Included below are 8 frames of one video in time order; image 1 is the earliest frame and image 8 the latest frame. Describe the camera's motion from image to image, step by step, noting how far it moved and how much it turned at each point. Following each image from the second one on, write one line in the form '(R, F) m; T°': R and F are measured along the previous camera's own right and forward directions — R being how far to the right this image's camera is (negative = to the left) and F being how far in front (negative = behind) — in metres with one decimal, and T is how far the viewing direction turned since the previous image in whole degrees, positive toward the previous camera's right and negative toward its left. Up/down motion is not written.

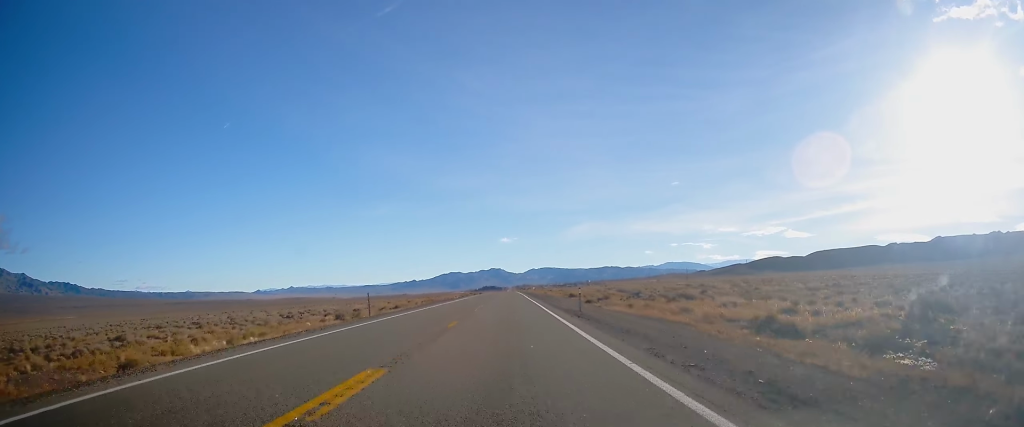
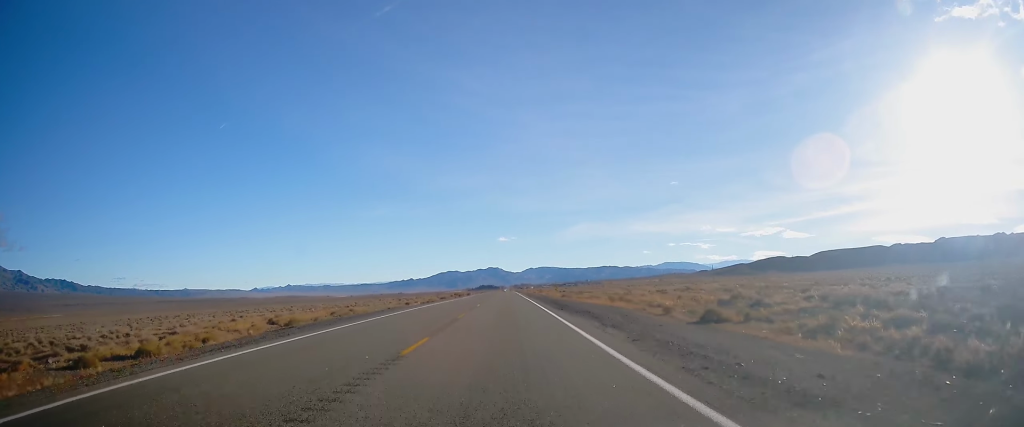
(0.0, +55.9) m; 0°
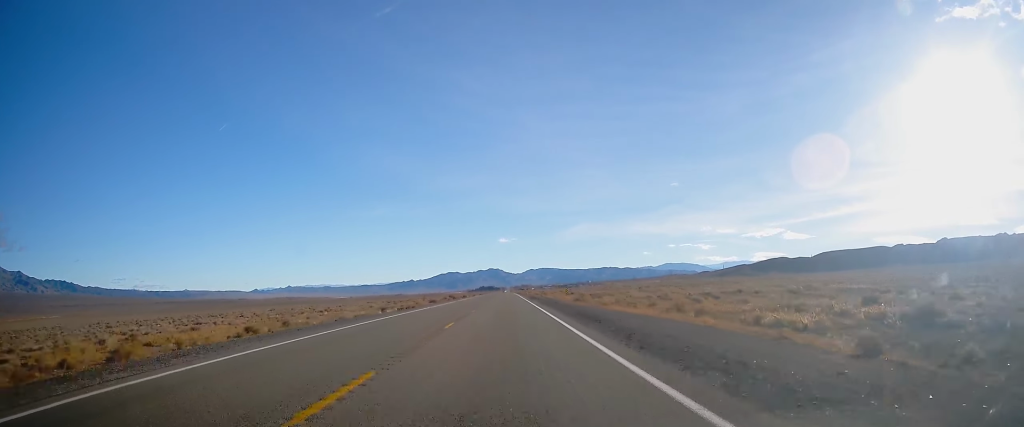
(-0.1, +17.4) m; 0°
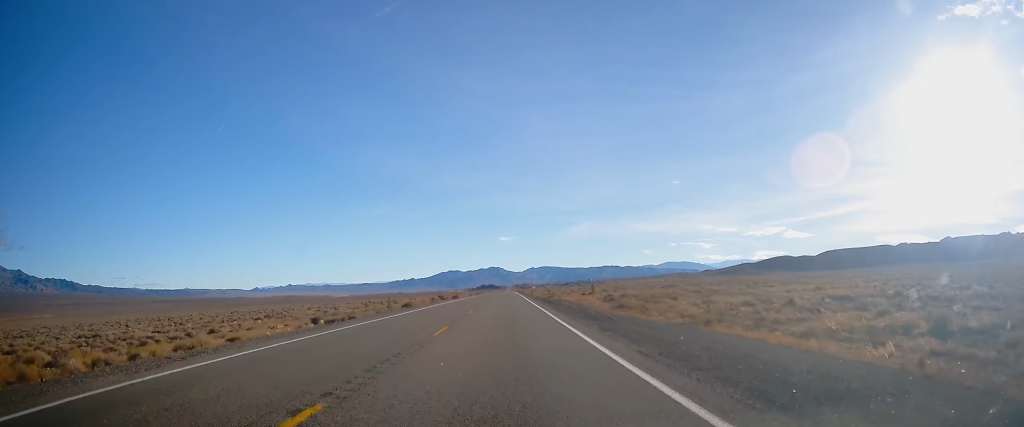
(-0.1, +26.5) m; 0°
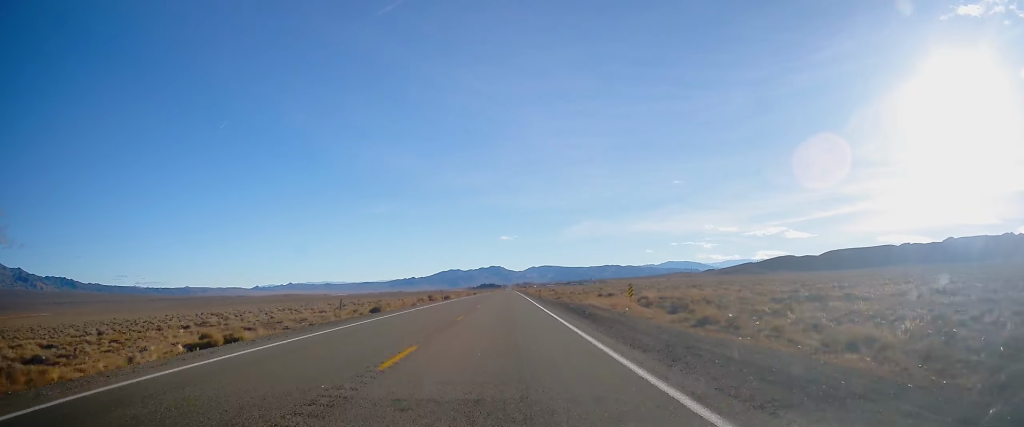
(0.0, +18.4) m; 0°
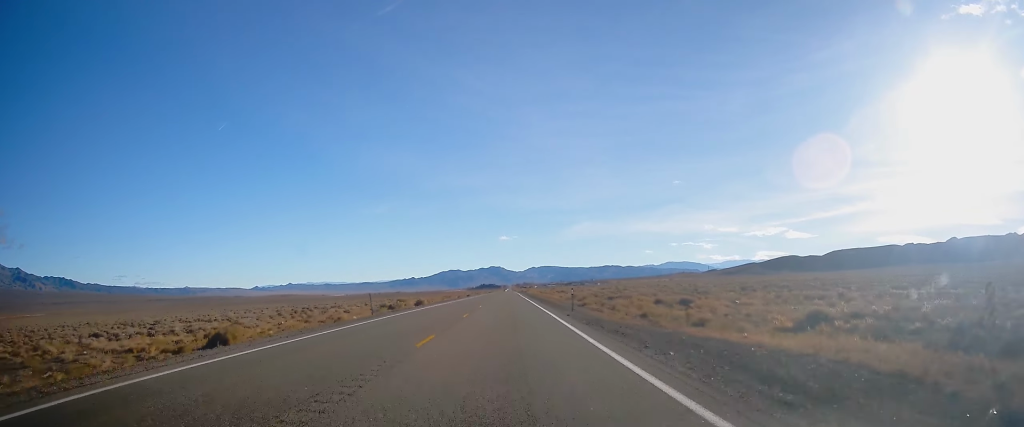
(0.0, +33.4) m; +1°
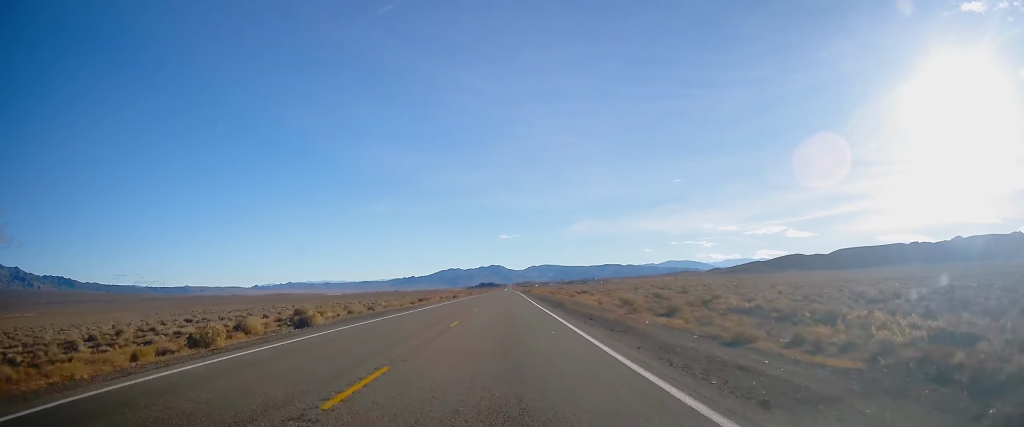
(+0.2, +42.6) m; 0°
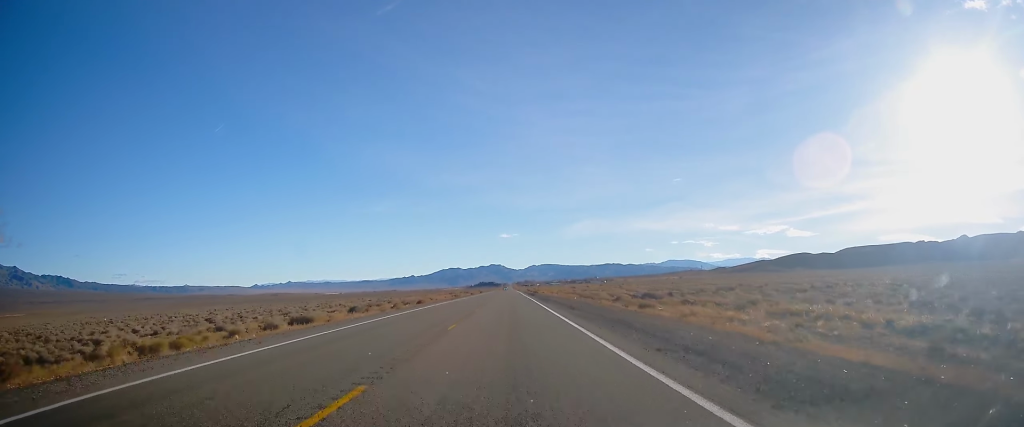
(-0.4, +50.7) m; 0°
